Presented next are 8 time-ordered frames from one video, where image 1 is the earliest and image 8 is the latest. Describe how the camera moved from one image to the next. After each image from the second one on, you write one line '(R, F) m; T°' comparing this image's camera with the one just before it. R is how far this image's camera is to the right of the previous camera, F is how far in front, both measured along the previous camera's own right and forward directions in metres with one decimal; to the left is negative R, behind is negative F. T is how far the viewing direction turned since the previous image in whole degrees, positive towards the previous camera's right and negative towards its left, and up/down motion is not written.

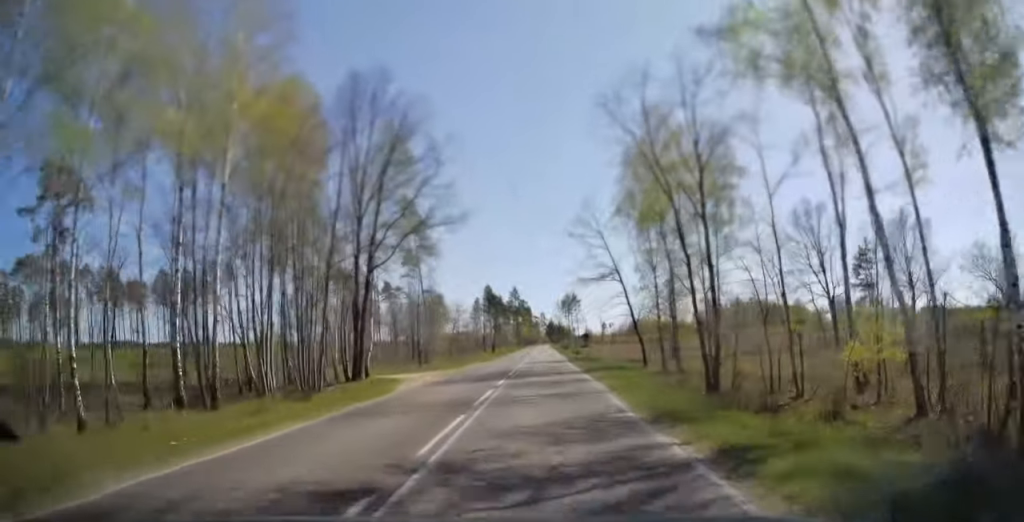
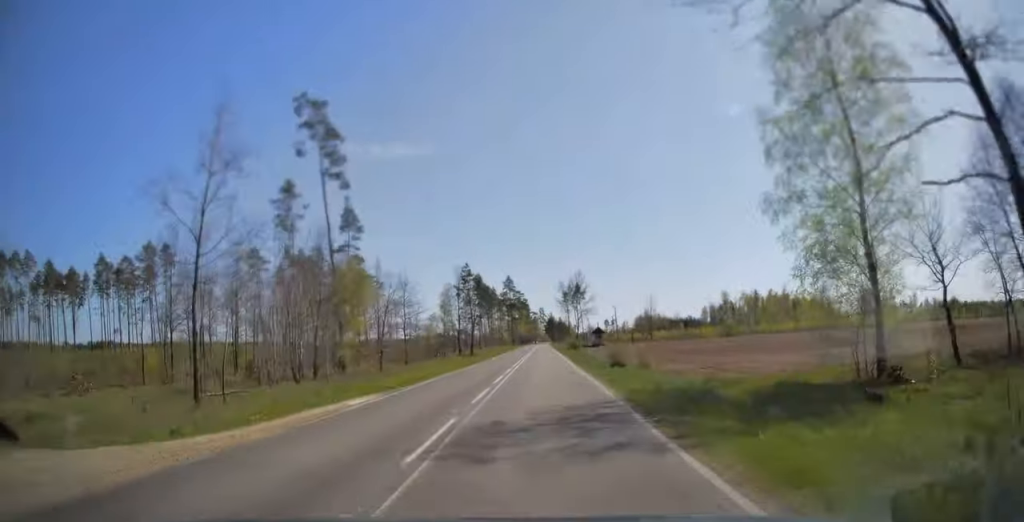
(+0.1, +31.6) m; 0°
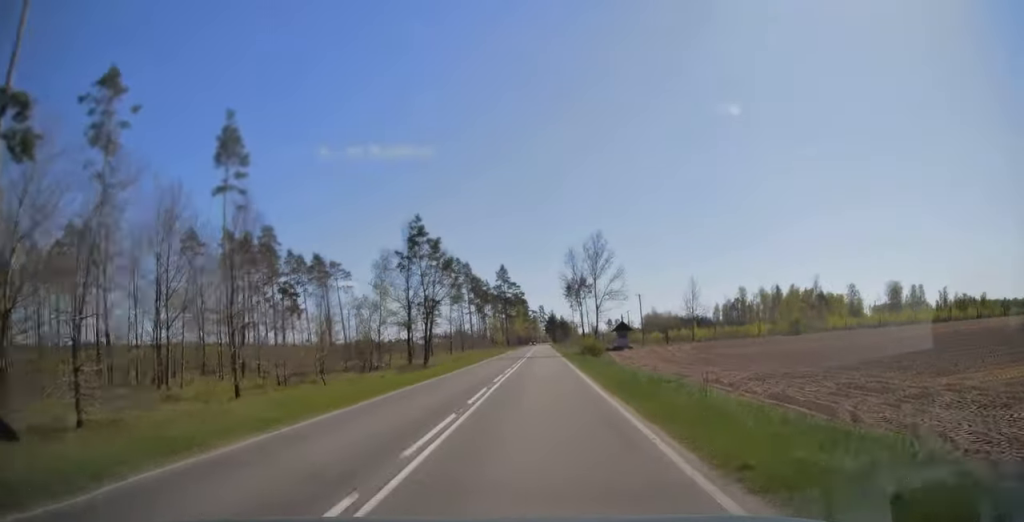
(0.0, +29.7) m; 0°
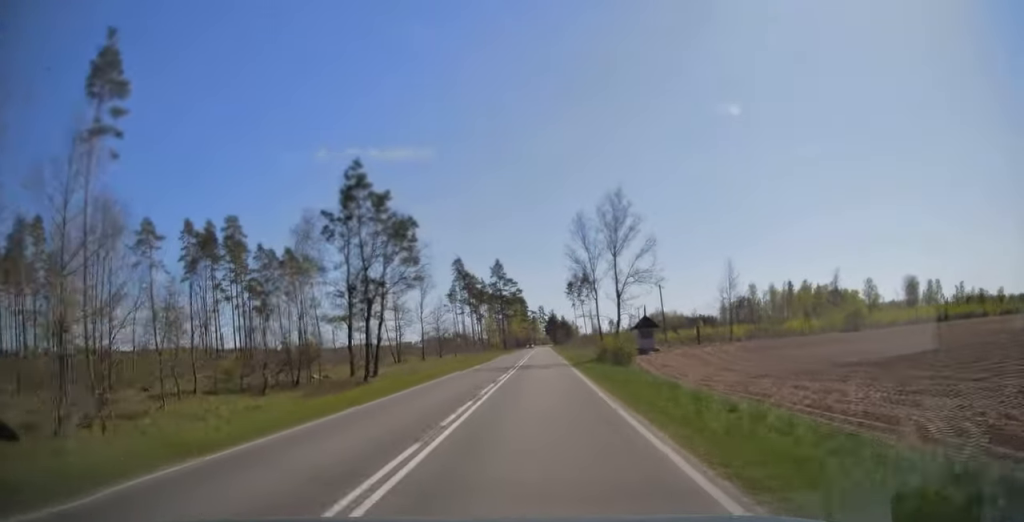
(0.0, +15.6) m; 0°
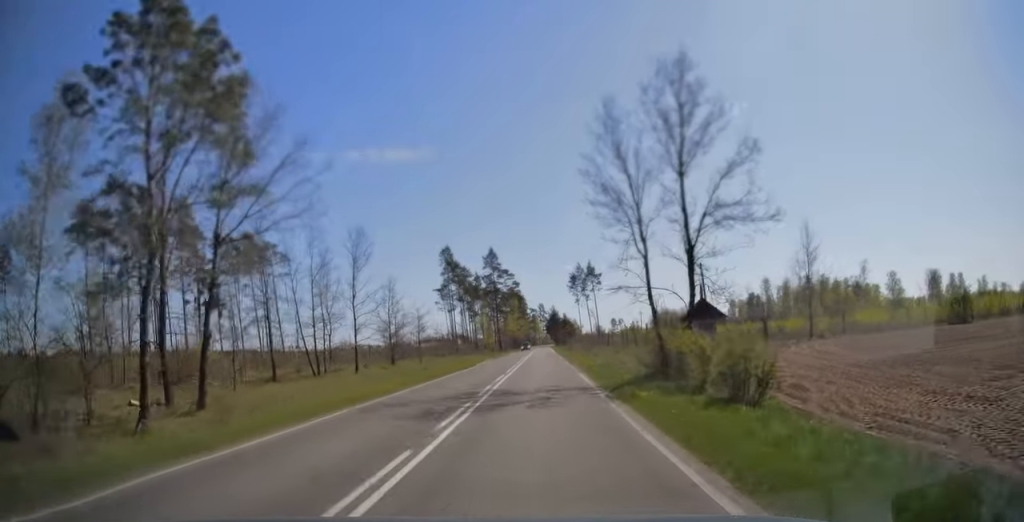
(0.0, +18.7) m; 0°
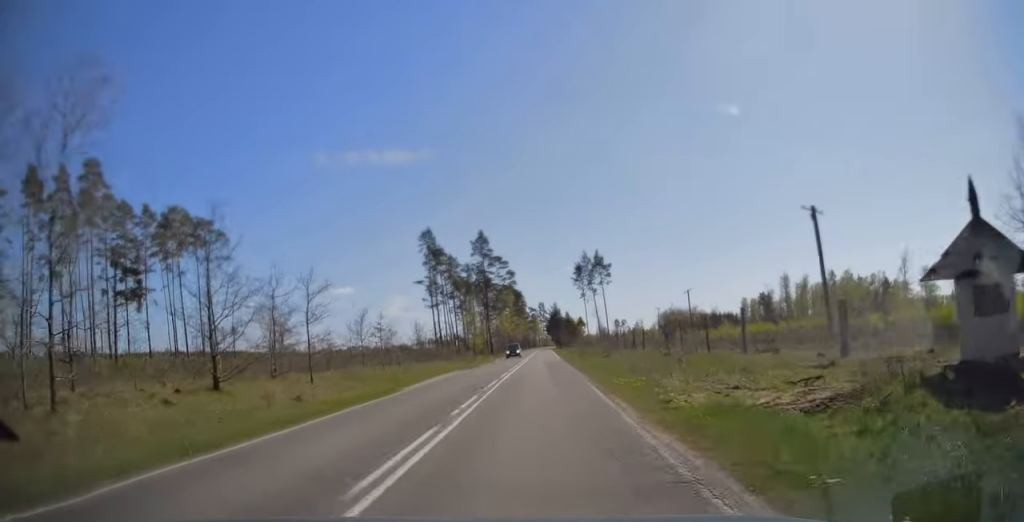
(0.0, +22.6) m; 0°
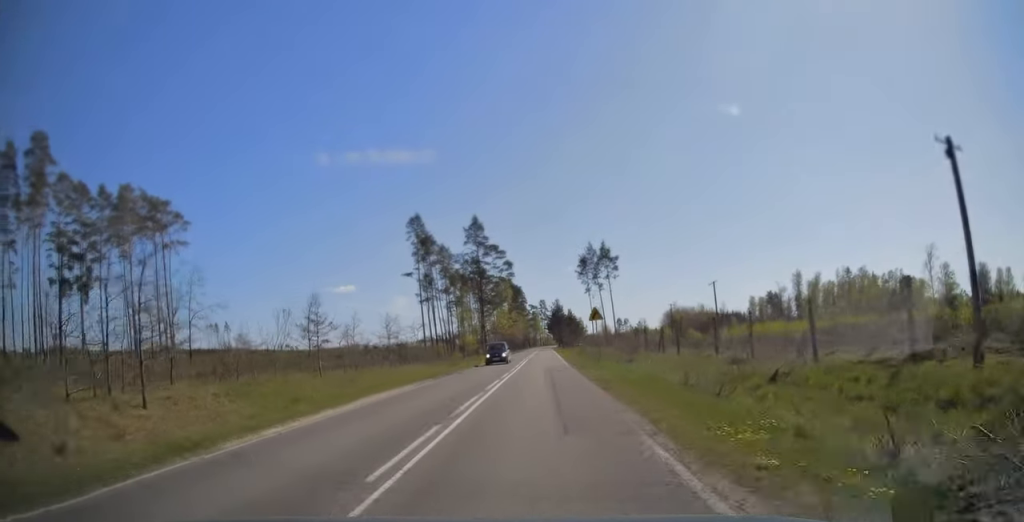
(0.0, +11.5) m; 0°
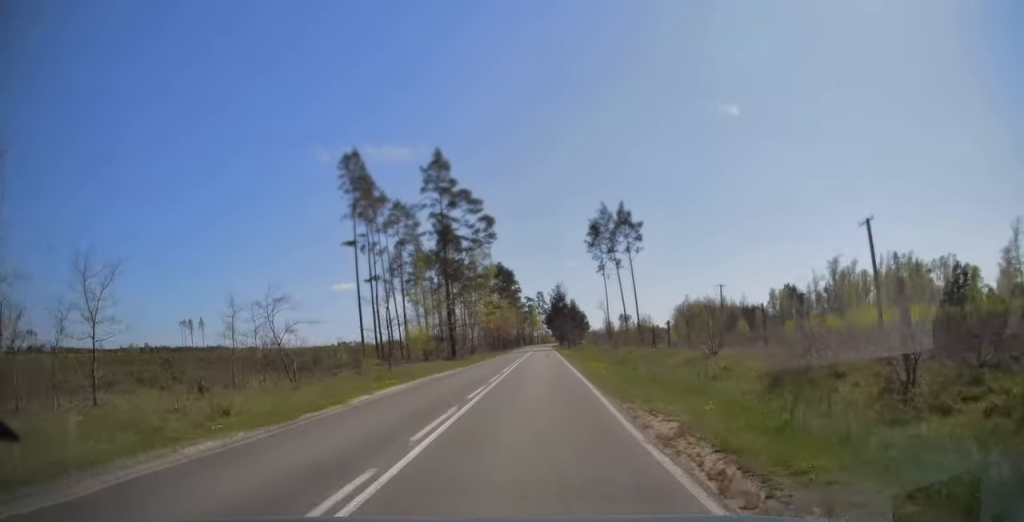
(0.0, +34.2) m; 0°
